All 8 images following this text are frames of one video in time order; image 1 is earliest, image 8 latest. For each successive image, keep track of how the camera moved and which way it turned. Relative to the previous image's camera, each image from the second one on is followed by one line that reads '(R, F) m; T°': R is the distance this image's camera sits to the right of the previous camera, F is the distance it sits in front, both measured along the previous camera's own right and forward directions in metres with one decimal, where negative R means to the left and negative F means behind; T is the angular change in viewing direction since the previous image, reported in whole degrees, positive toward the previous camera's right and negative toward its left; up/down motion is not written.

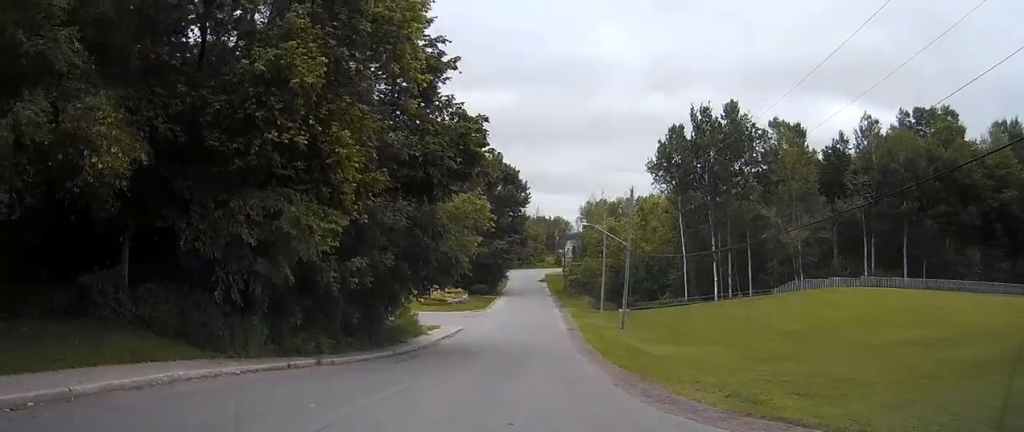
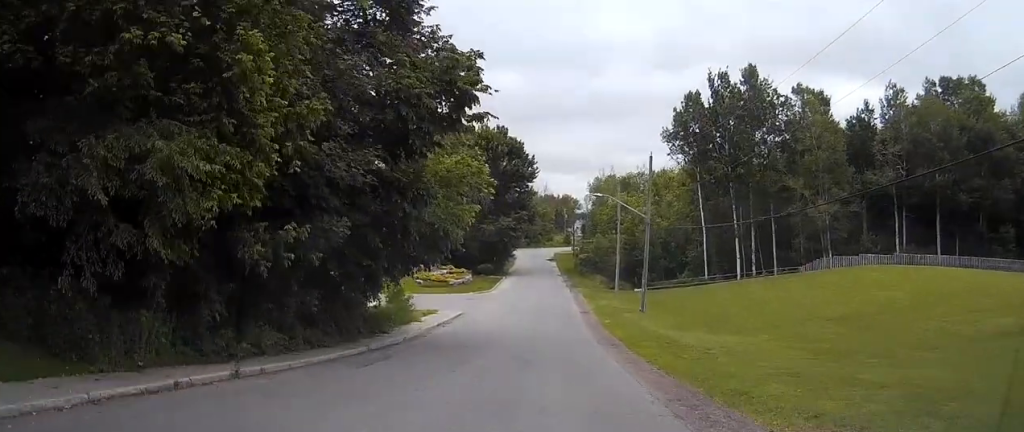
(0.0, +5.5) m; +1°
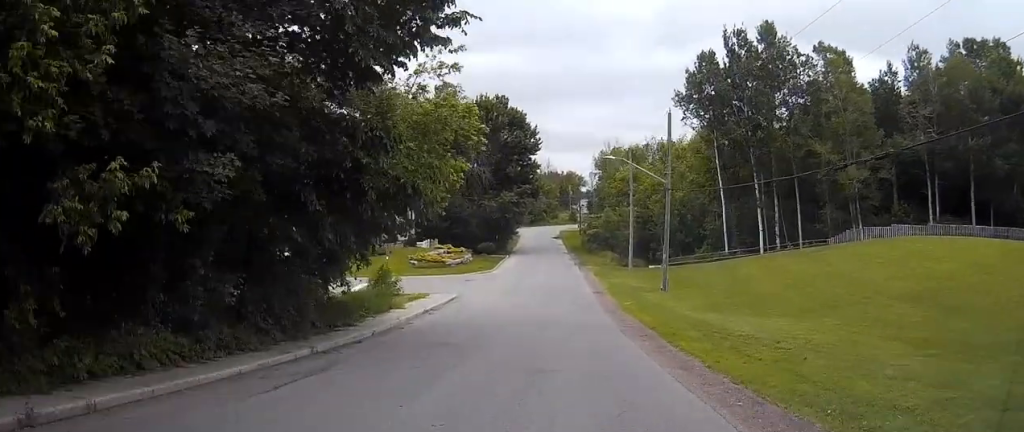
(0.0, +6.0) m; 0°
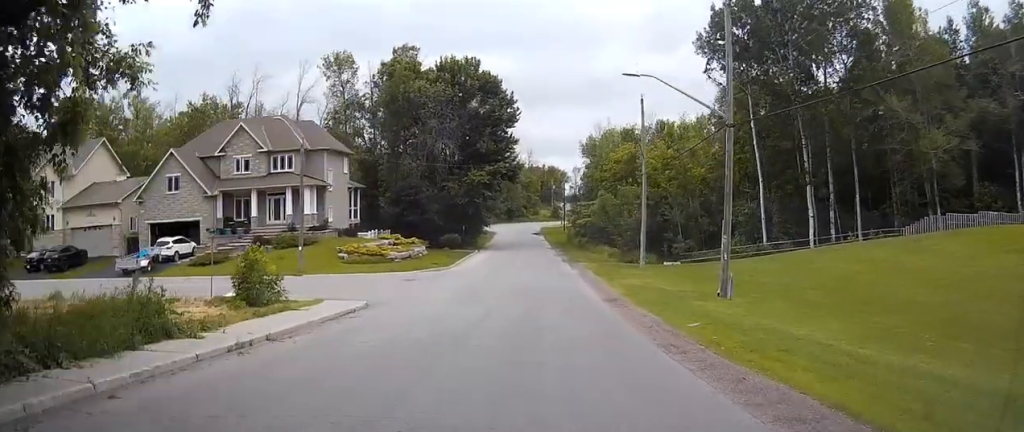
(0.0, +17.0) m; -1°
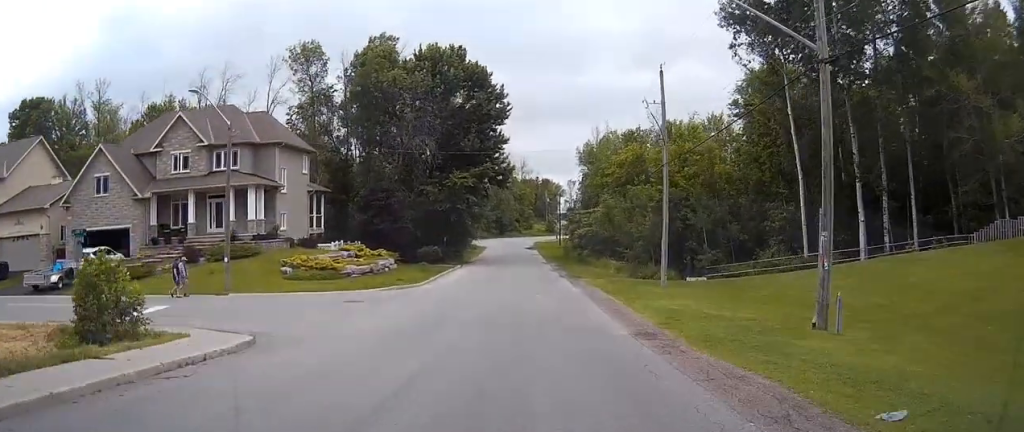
(-0.1, +9.7) m; 0°
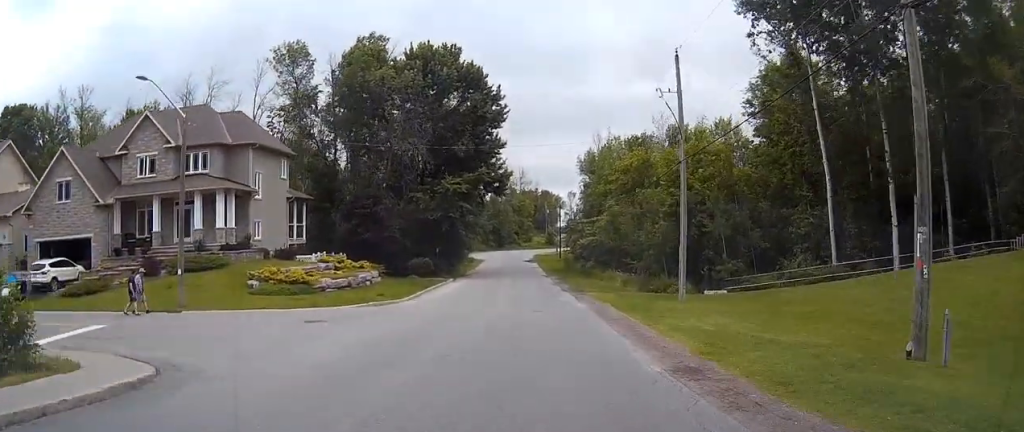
(-0.1, +4.6) m; 0°
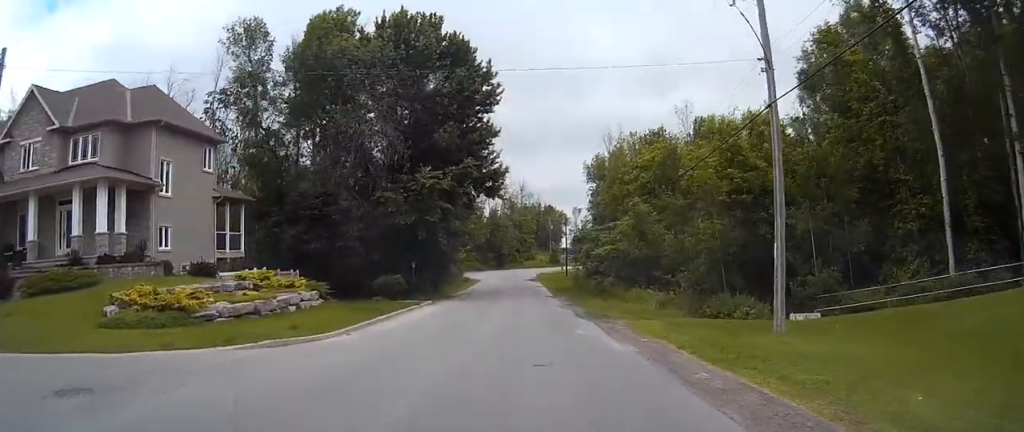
(+0.2, +12.5) m; 0°
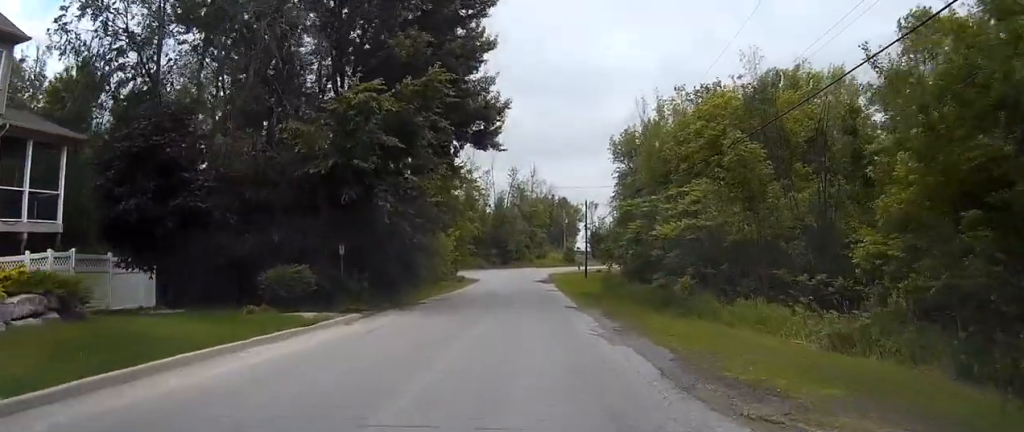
(-0.3, +19.7) m; -1°
